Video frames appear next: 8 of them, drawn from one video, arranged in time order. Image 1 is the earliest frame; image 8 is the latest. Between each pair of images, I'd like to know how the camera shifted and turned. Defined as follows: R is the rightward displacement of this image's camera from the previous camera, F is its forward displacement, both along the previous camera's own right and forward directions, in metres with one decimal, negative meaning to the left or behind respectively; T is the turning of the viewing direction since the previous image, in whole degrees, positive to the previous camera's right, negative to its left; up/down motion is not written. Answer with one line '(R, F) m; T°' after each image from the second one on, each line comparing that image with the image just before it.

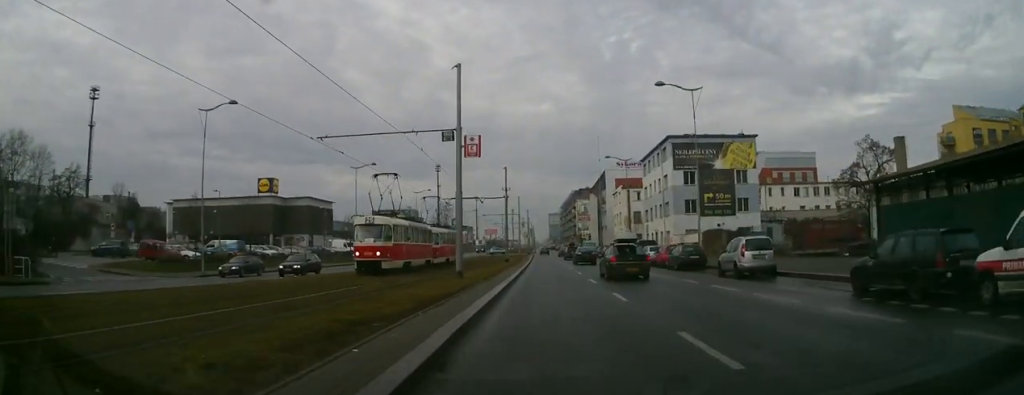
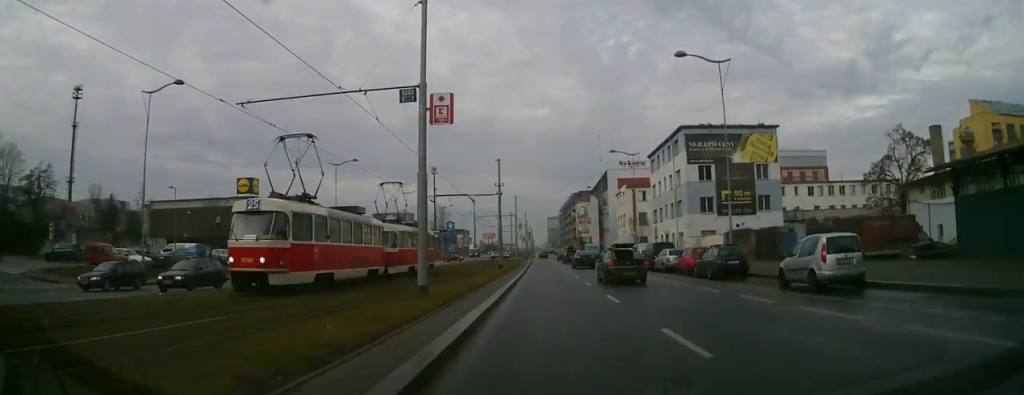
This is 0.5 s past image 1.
(-0.1, +8.4) m; +1°
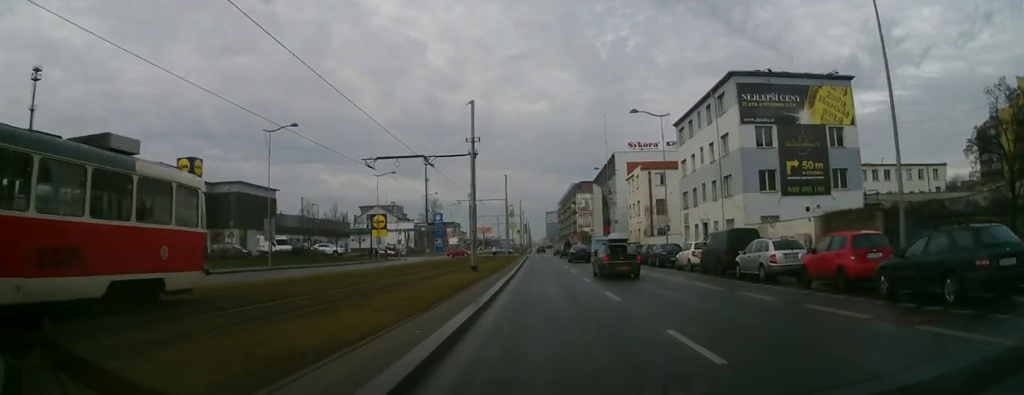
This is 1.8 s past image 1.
(+0.6, +19.0) m; +1°
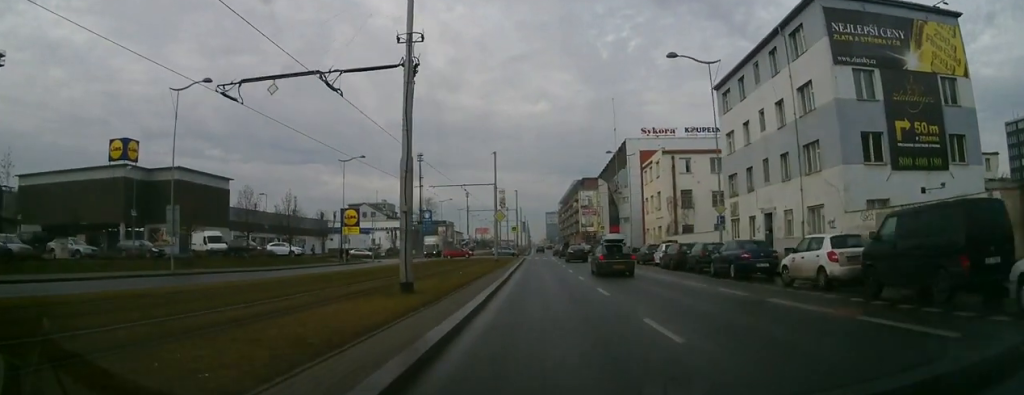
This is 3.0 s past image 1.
(-0.3, +16.5) m; -2°
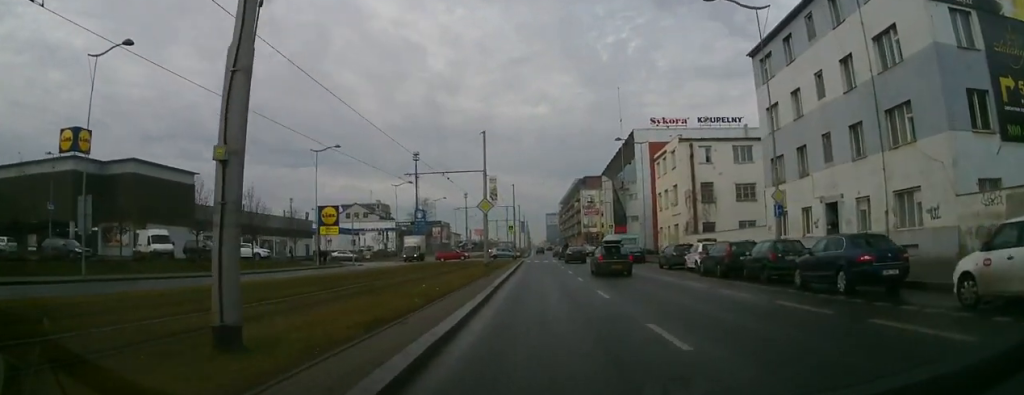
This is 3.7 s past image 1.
(-0.2, +10.4) m; -1°
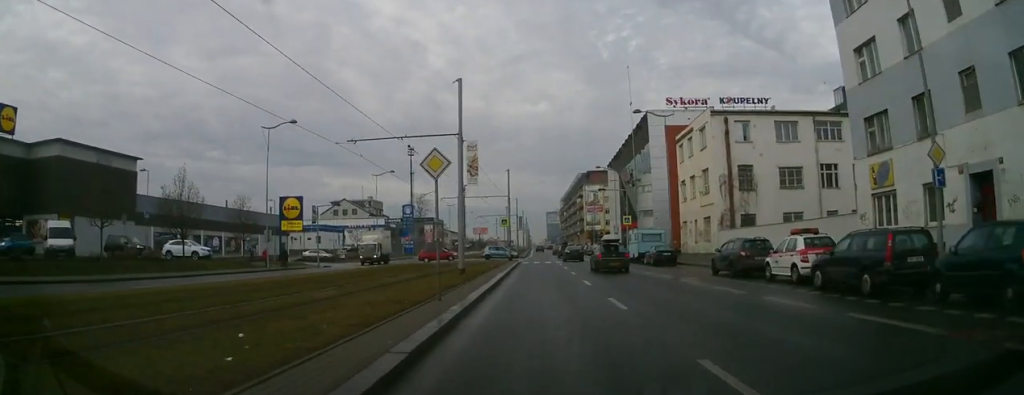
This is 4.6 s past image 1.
(0.0, +13.4) m; 0°
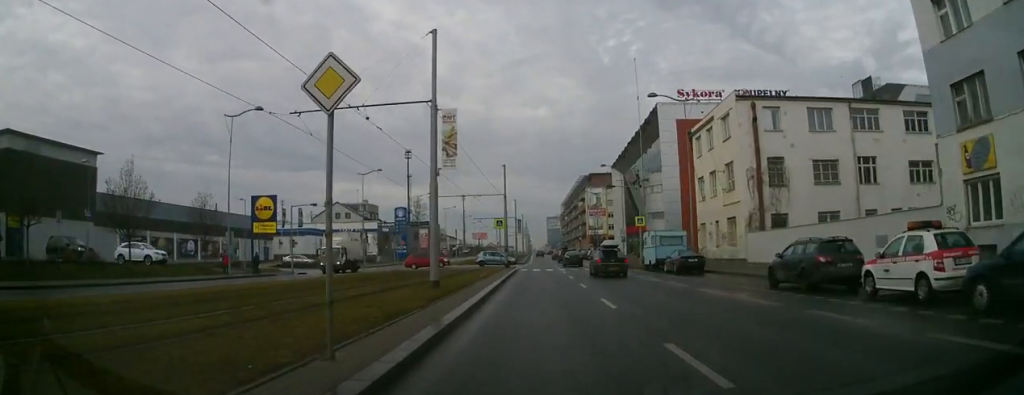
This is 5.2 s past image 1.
(0.0, +7.6) m; 0°
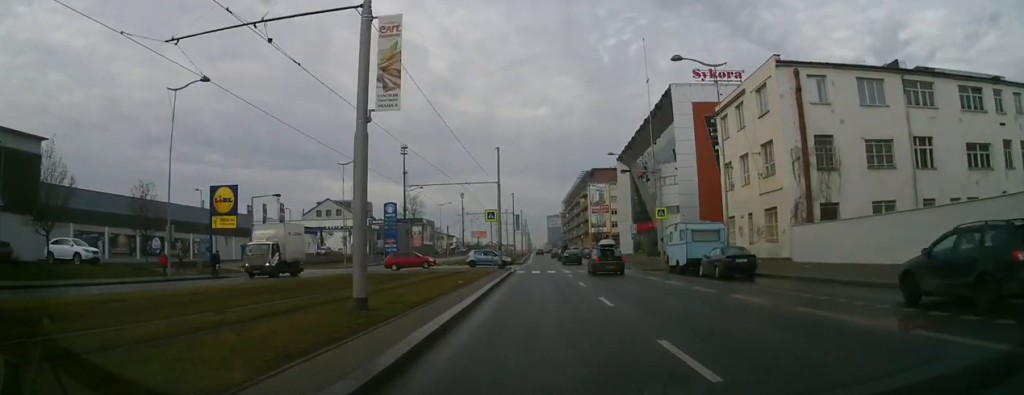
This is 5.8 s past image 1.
(0.0, +9.3) m; 0°
